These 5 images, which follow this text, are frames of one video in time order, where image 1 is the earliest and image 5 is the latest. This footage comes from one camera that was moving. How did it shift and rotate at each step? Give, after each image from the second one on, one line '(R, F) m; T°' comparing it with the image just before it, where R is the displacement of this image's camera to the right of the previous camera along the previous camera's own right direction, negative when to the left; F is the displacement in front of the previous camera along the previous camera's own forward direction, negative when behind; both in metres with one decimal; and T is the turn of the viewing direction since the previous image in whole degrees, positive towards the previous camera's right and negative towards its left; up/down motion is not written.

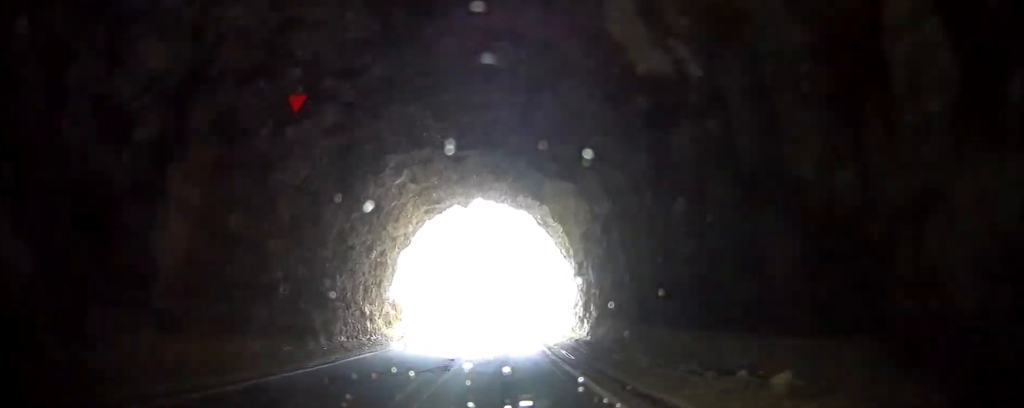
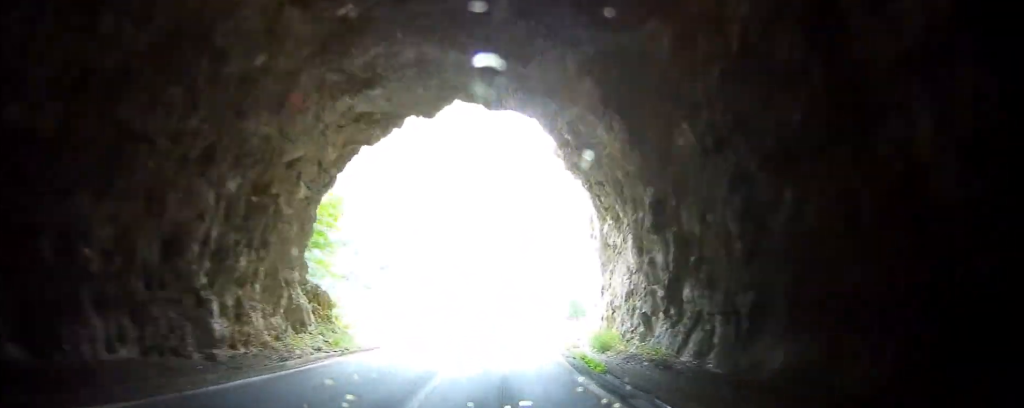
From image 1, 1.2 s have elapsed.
(+0.2, +15.9) m; +1°
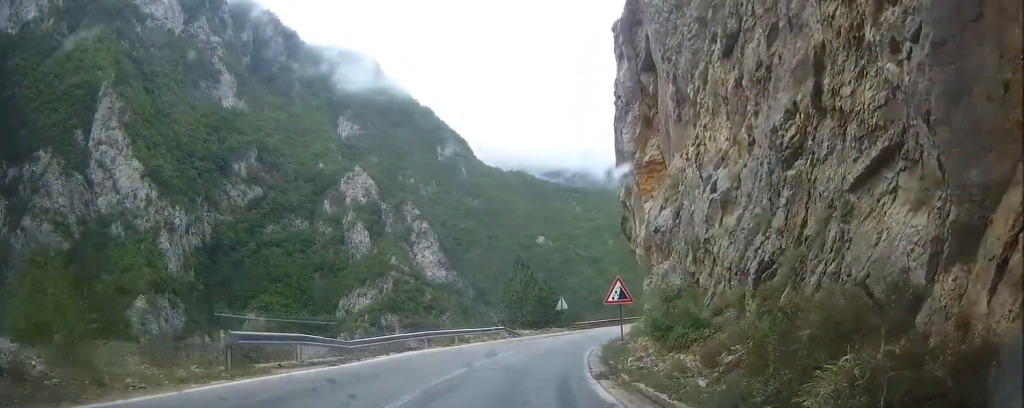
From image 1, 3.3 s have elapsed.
(+1.3, +28.8) m; +9°
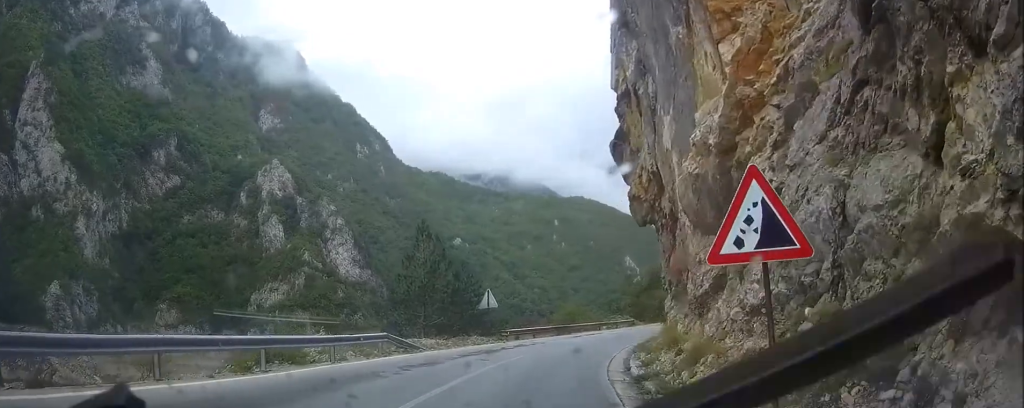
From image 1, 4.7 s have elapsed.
(+1.8, +21.1) m; +9°
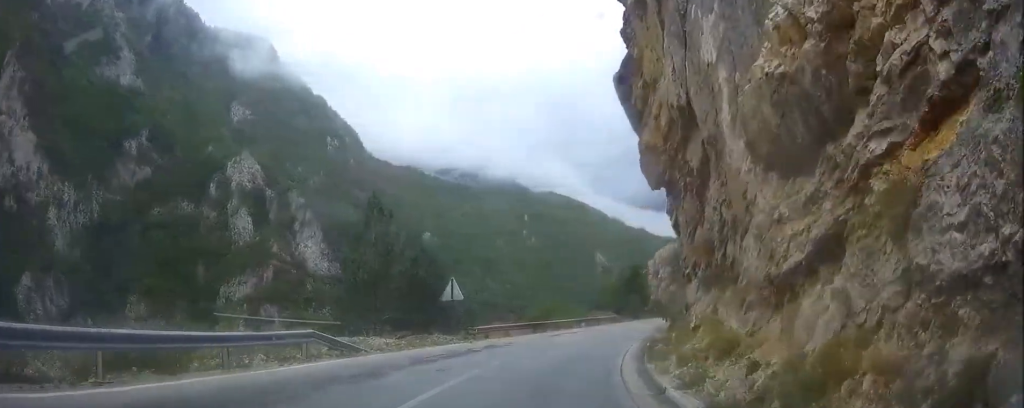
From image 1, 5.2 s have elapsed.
(+0.1, +6.5) m; +2°
